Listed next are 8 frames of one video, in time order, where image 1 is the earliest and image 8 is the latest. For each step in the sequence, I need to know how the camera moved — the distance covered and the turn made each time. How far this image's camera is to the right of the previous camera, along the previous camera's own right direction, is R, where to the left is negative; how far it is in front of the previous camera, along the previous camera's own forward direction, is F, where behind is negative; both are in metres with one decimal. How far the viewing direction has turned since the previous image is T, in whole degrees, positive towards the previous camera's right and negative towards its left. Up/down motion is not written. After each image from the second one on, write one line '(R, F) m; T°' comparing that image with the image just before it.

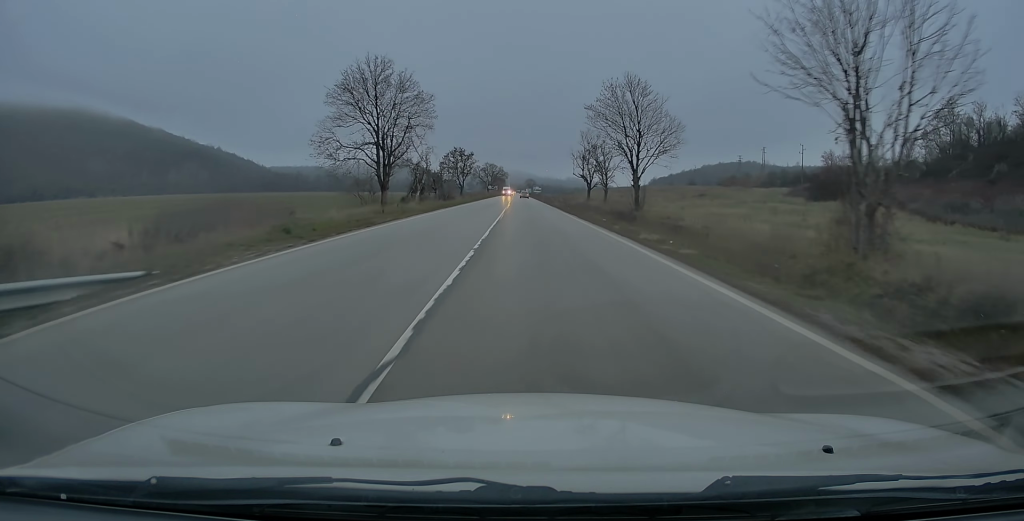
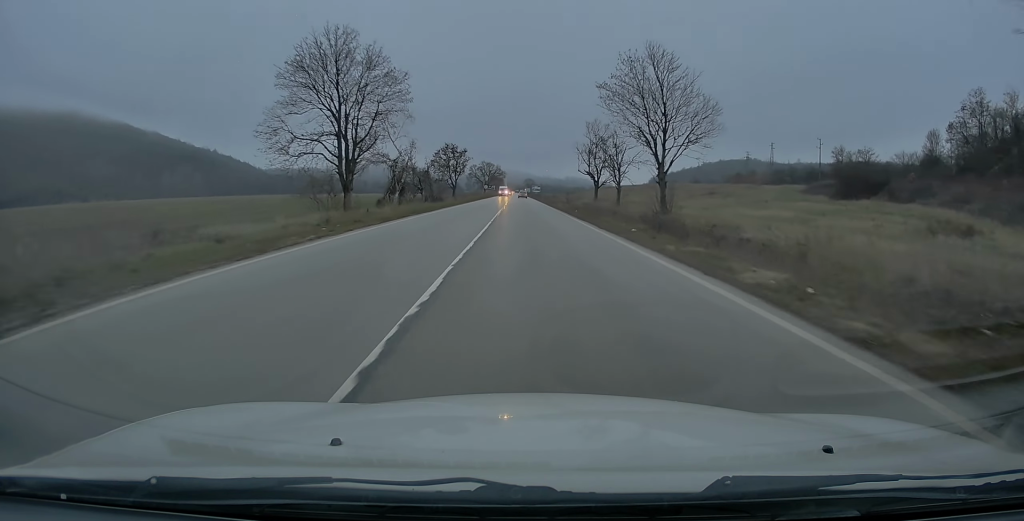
(0.0, +9.8) m; 0°
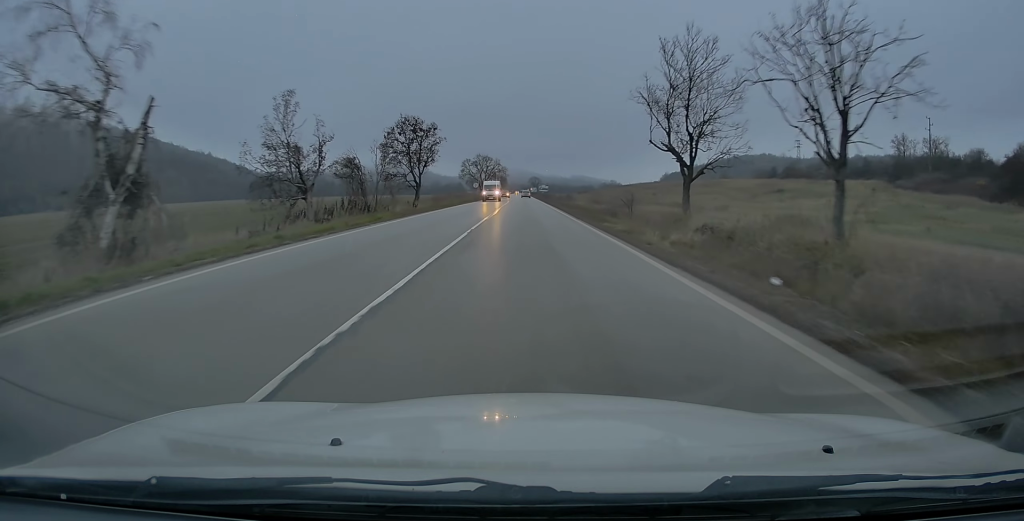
(-0.3, +38.7) m; -1°
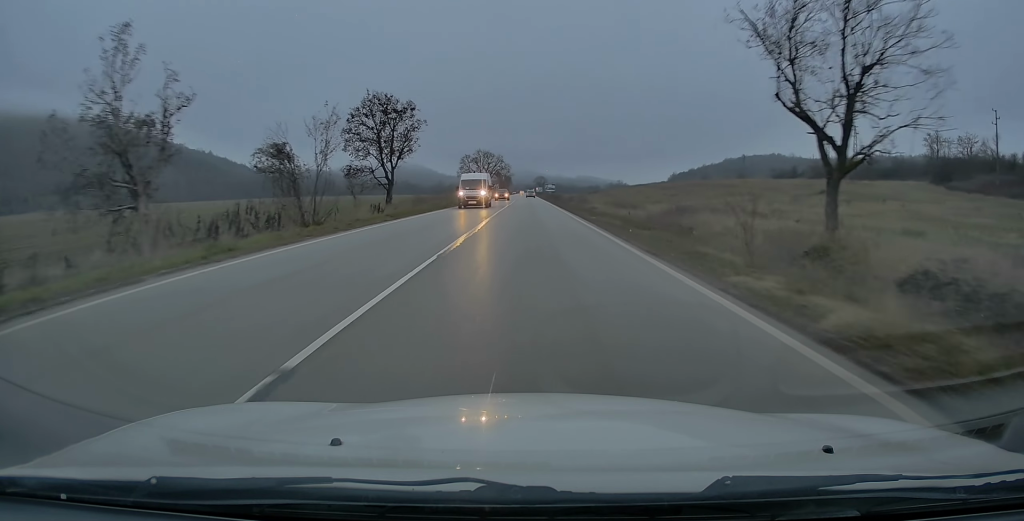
(+0.1, +15.5) m; 0°
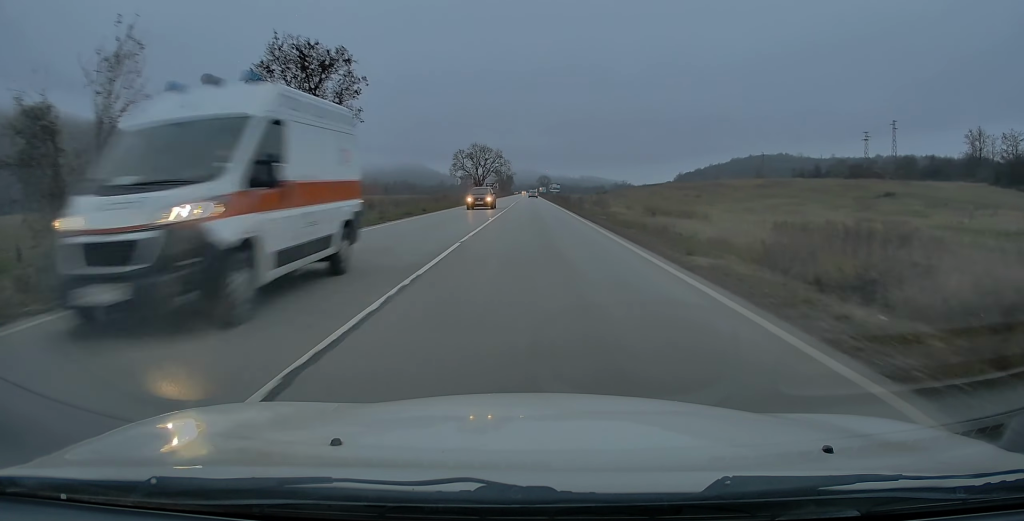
(-0.2, +19.0) m; 0°
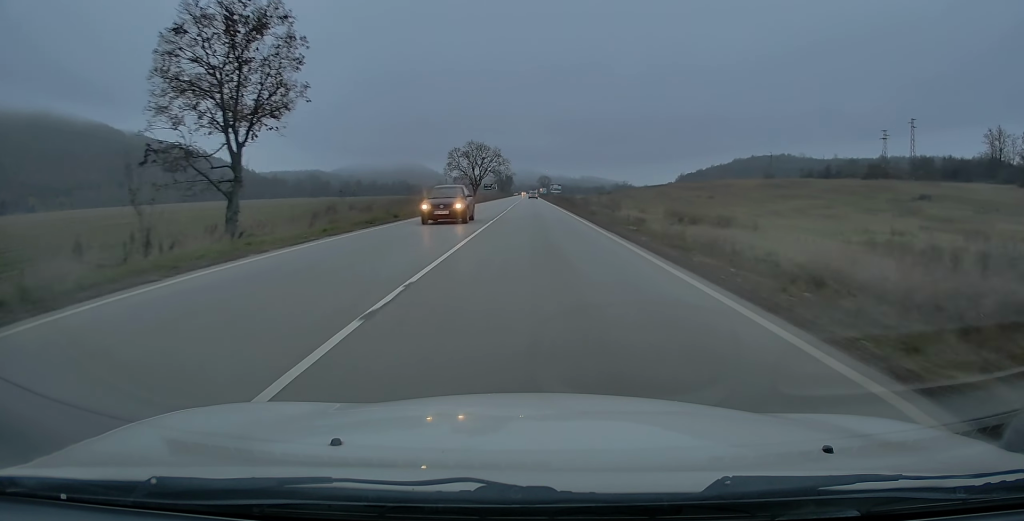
(-0.1, +8.5) m; 0°
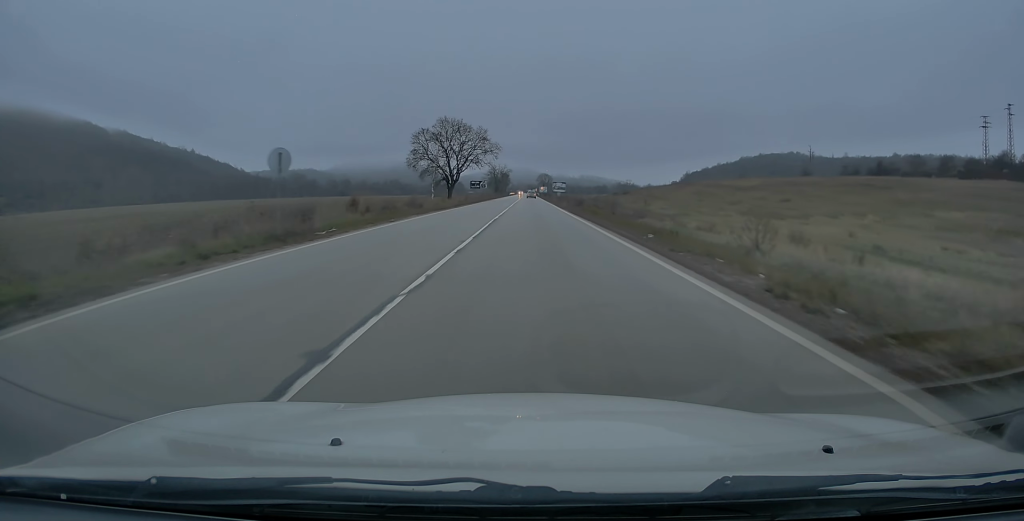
(+0.3, +36.2) m; 0°
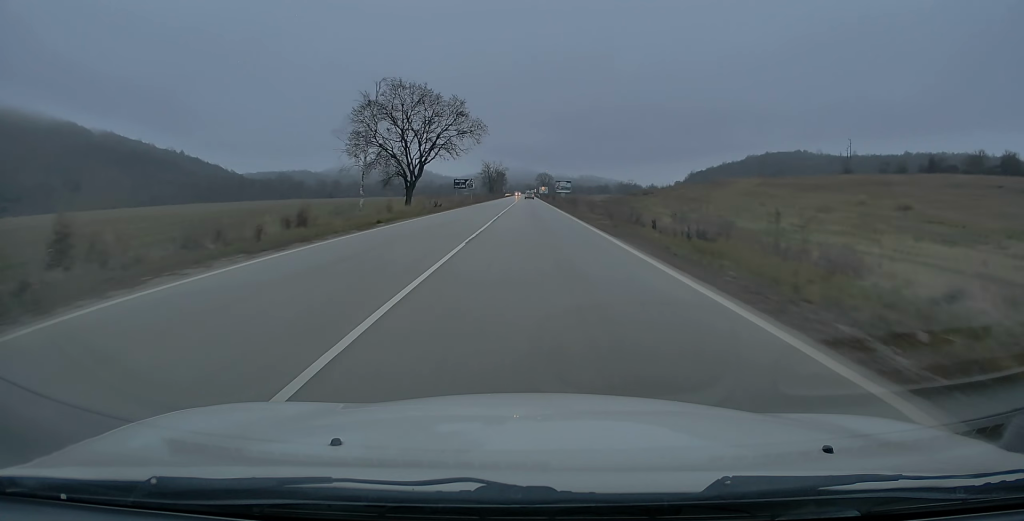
(0.0, +28.4) m; 0°
